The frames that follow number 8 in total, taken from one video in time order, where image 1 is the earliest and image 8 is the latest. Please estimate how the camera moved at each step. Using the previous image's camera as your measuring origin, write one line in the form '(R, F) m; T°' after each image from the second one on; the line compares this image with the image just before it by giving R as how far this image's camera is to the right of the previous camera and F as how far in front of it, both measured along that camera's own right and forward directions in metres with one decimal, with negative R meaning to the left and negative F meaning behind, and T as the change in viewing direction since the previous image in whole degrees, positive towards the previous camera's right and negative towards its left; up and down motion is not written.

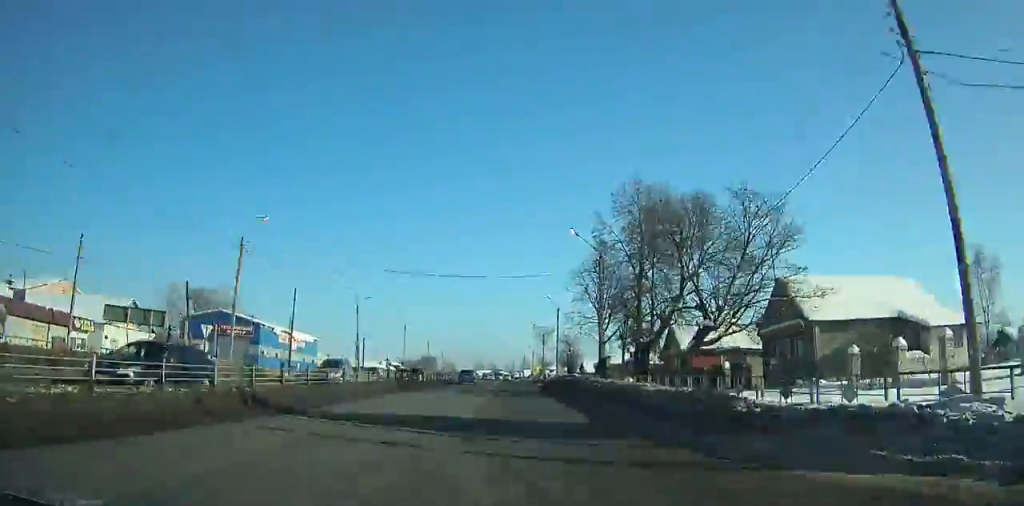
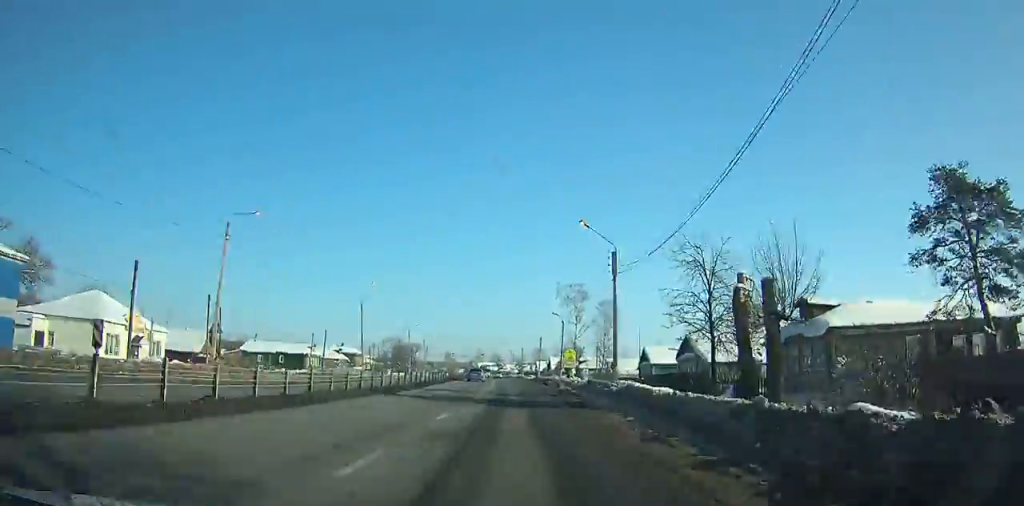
(+1.3, +65.2) m; -2°
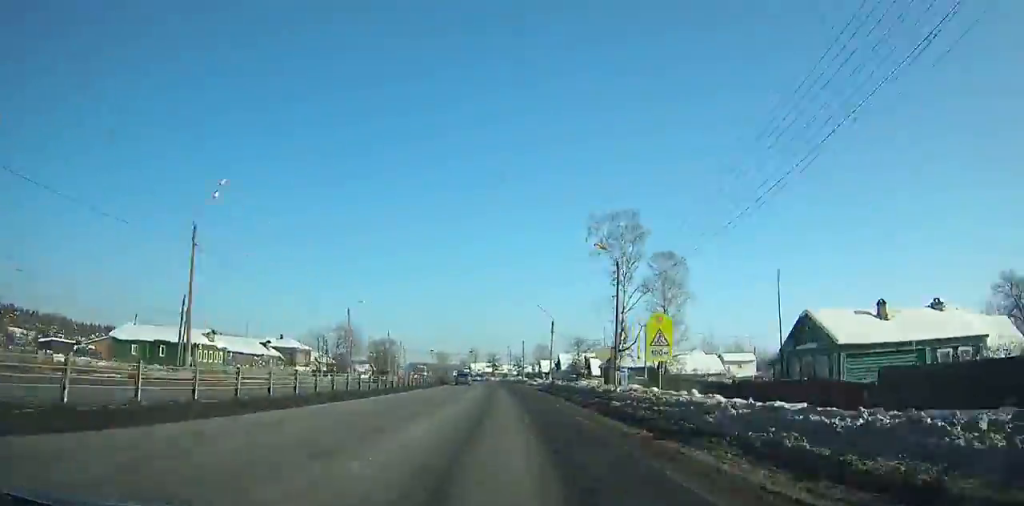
(-1.8, +39.5) m; -2°
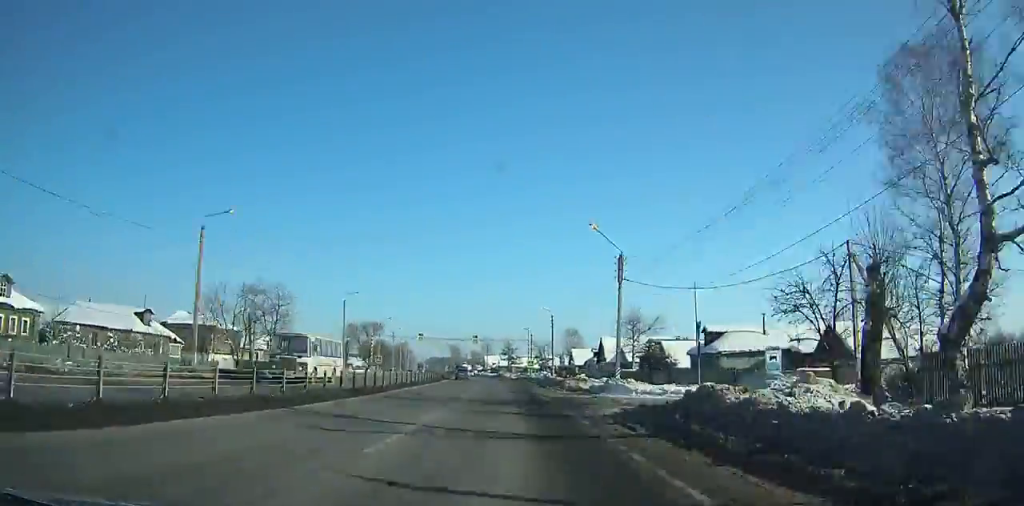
(-1.0, +38.6) m; -2°
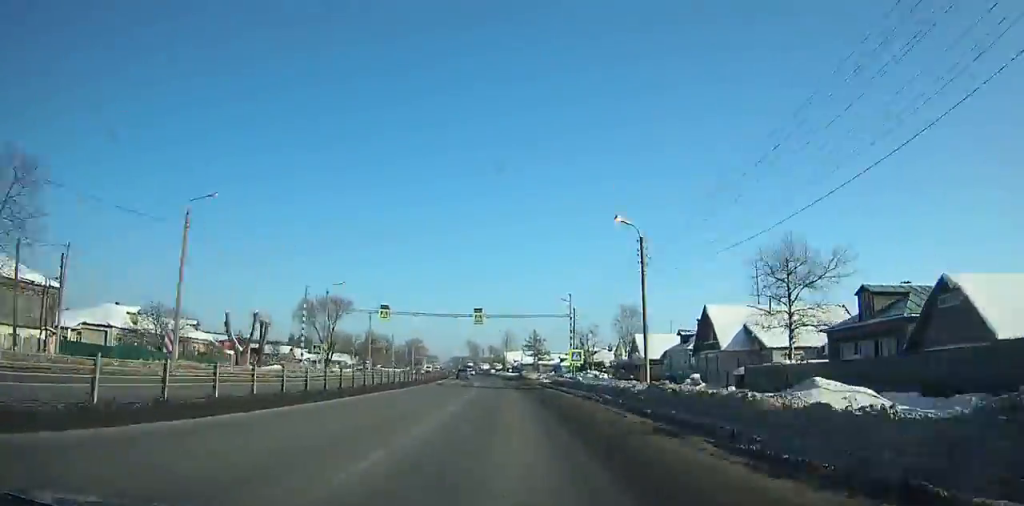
(+0.5, +39.5) m; -1°
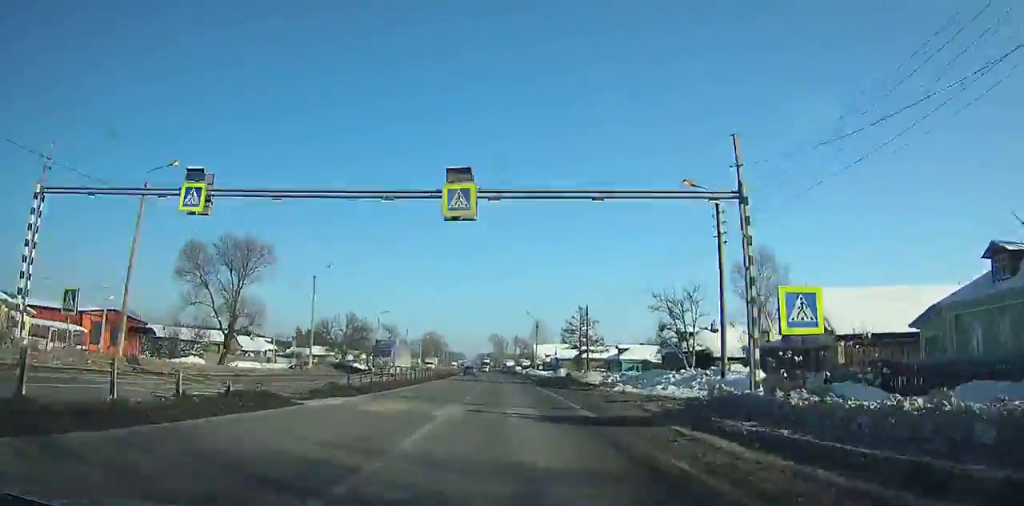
(-0.9, +38.8) m; -2°
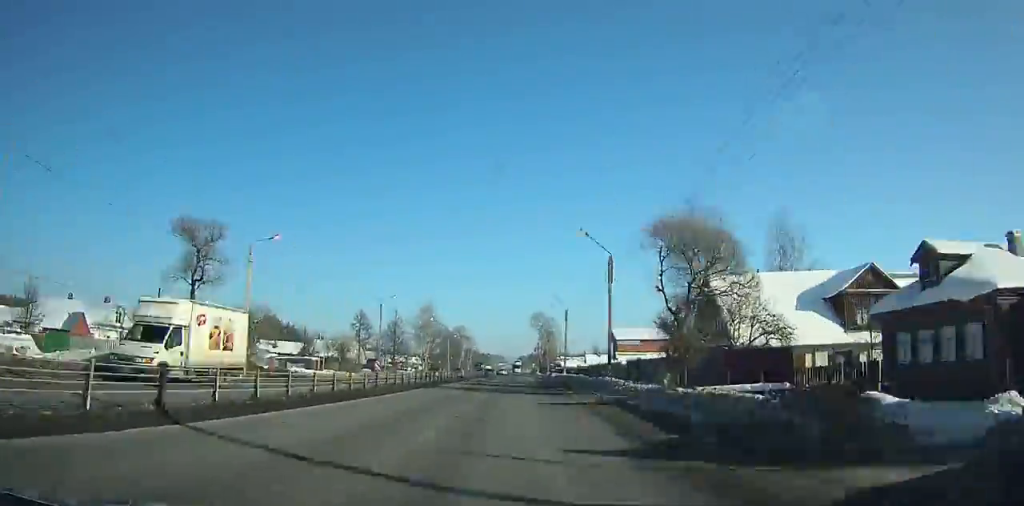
(-5.1, +126.7) m; -3°
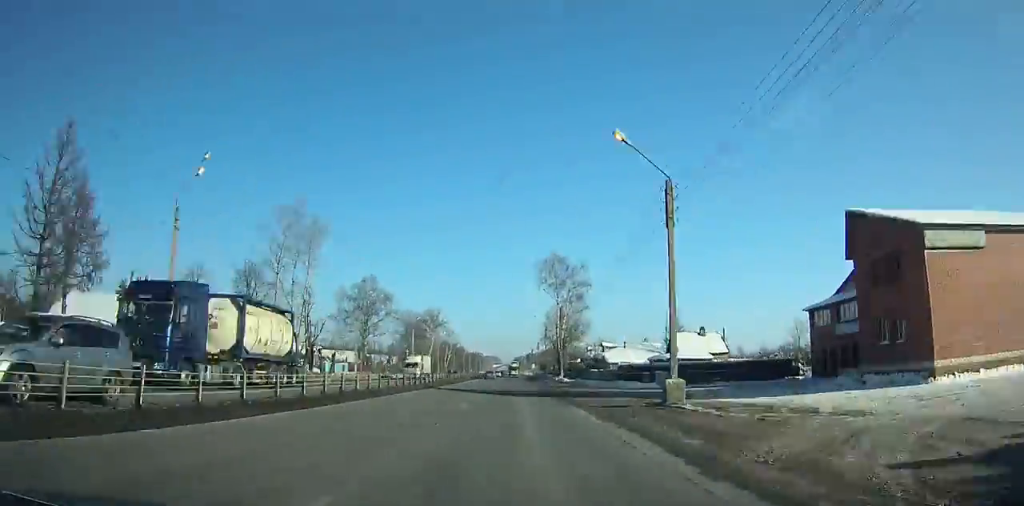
(-0.2, +92.8) m; 0°
